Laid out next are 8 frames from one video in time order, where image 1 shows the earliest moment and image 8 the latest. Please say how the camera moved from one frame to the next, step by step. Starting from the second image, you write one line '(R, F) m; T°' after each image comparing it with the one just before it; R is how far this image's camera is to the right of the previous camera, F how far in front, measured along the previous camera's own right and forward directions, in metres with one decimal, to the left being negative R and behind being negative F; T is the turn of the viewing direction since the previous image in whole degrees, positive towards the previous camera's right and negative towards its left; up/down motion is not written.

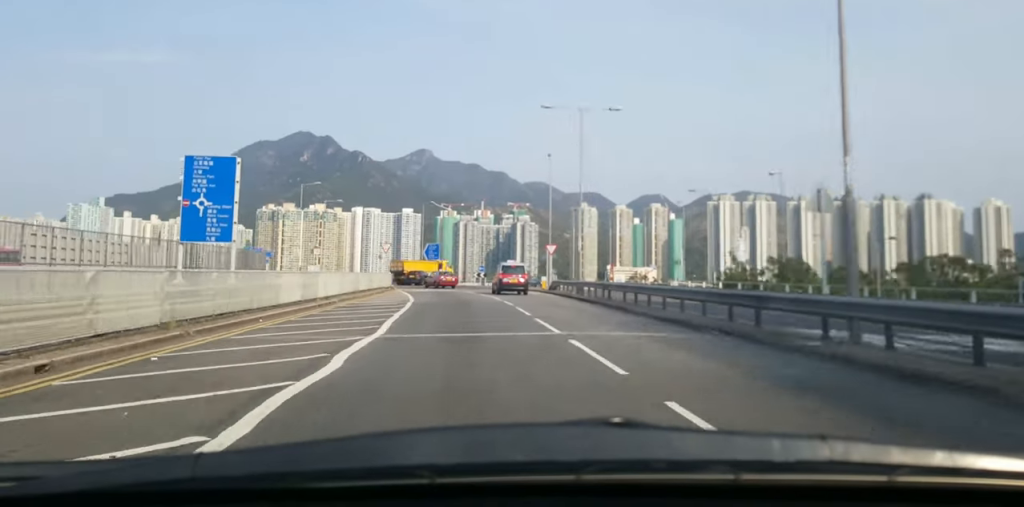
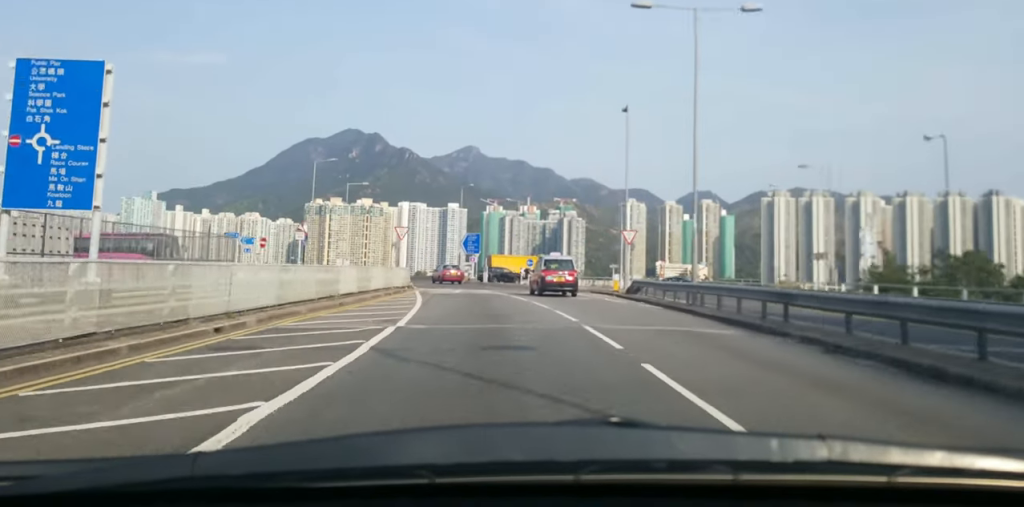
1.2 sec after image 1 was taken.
(-1.1, +17.9) m; -5°
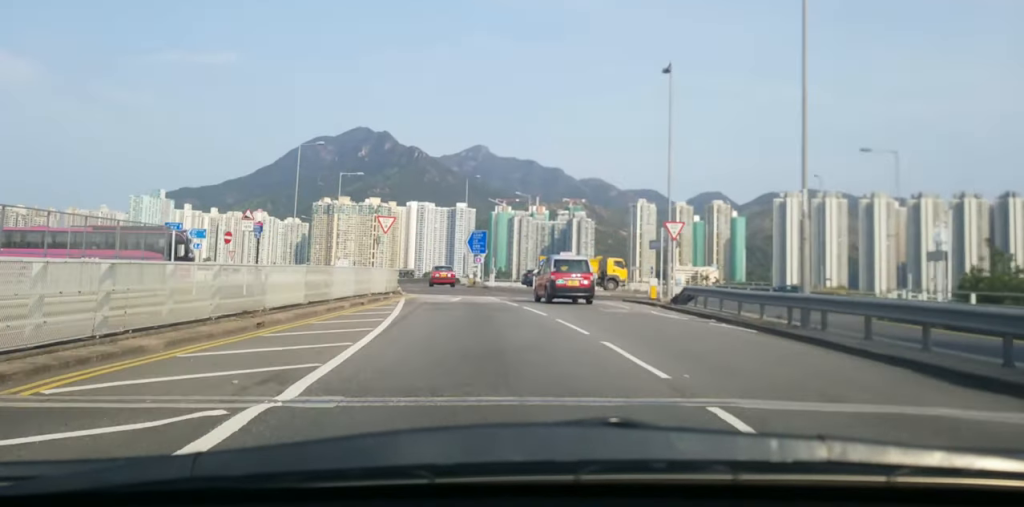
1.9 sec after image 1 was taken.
(-0.2, +9.3) m; -1°
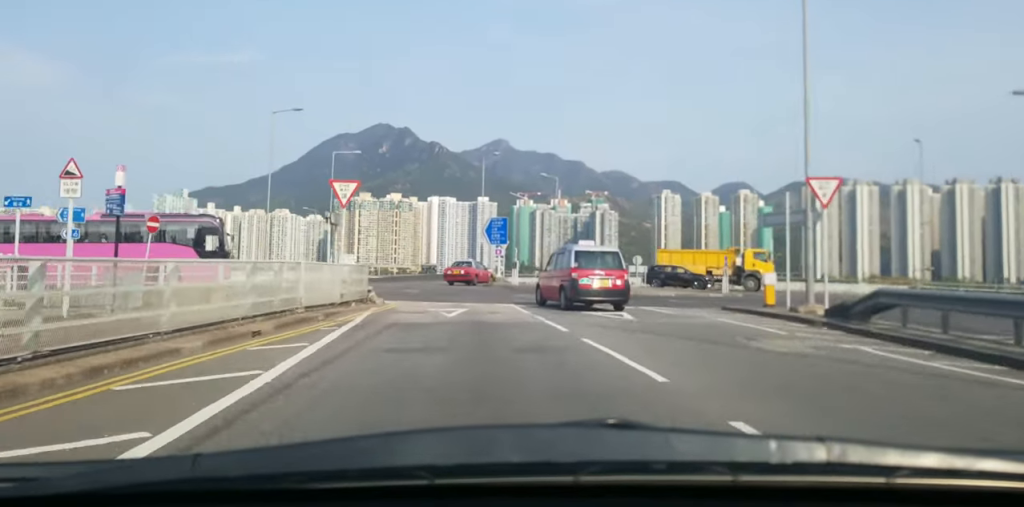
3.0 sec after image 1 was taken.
(-0.1, +12.9) m; -2°
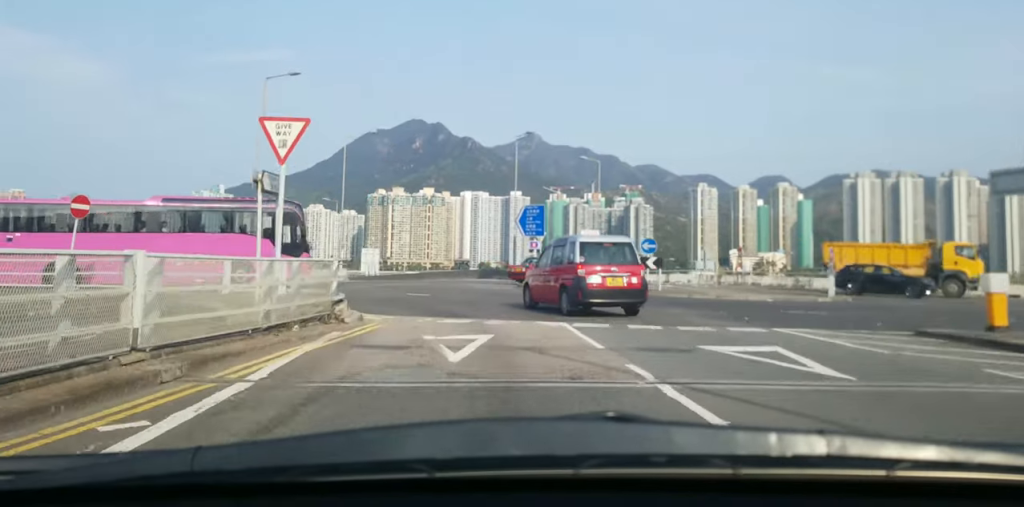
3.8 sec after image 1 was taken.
(-0.3, +9.1) m; -1°
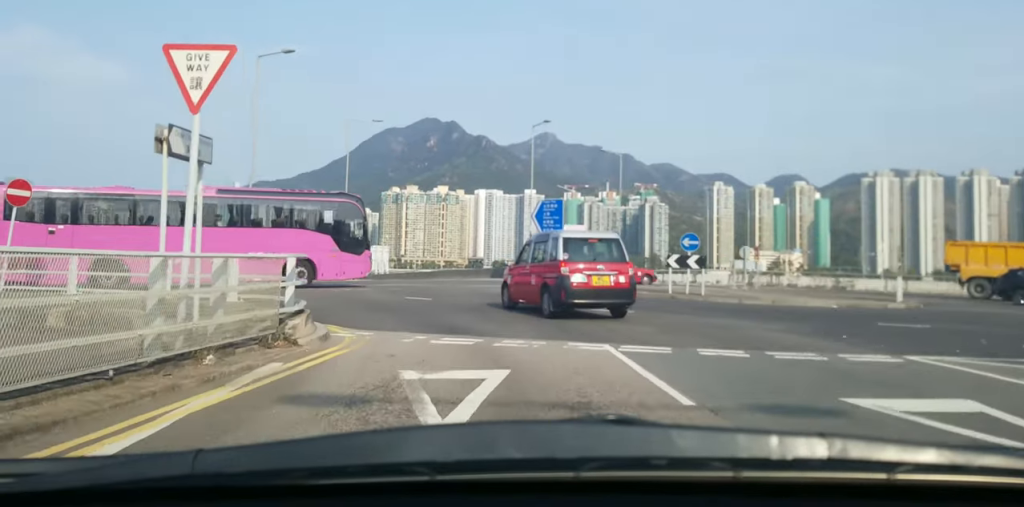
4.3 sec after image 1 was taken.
(+0.1, +4.6) m; -1°
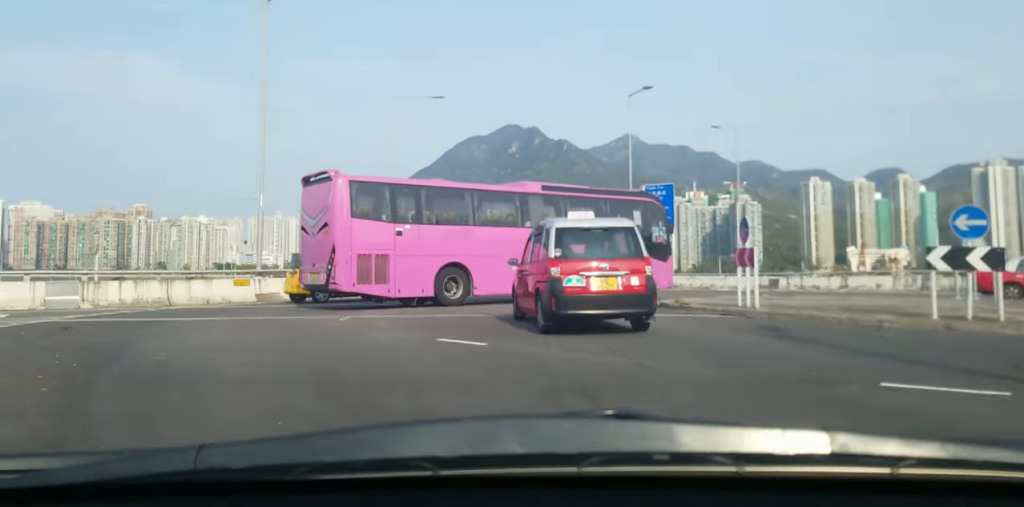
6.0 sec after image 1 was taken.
(-0.9, +12.4) m; -19°
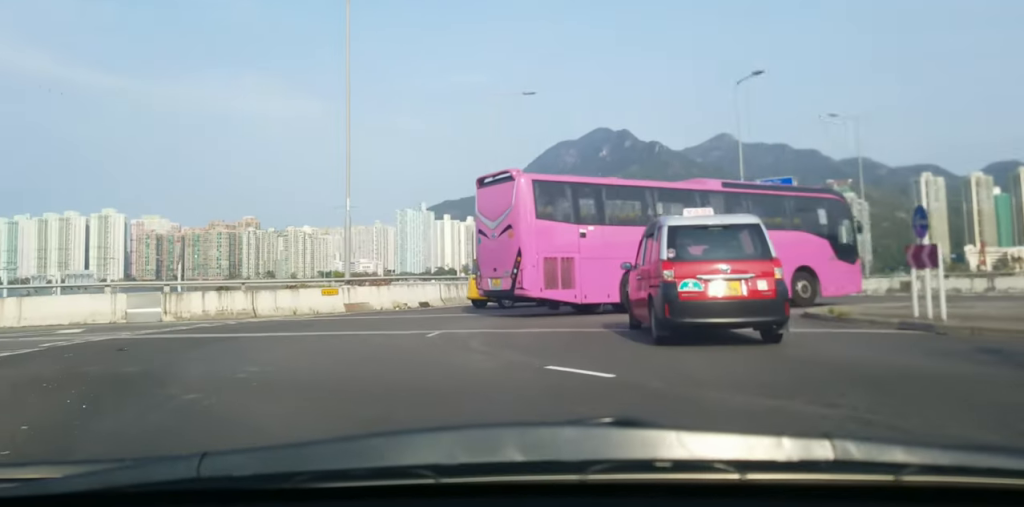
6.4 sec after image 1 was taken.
(-0.5, +2.6) m; -7°
